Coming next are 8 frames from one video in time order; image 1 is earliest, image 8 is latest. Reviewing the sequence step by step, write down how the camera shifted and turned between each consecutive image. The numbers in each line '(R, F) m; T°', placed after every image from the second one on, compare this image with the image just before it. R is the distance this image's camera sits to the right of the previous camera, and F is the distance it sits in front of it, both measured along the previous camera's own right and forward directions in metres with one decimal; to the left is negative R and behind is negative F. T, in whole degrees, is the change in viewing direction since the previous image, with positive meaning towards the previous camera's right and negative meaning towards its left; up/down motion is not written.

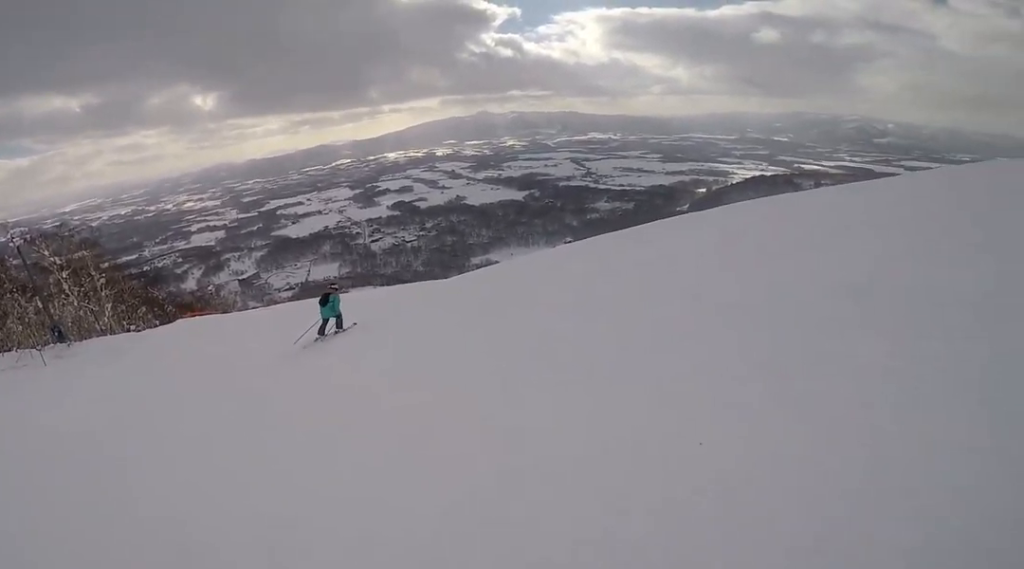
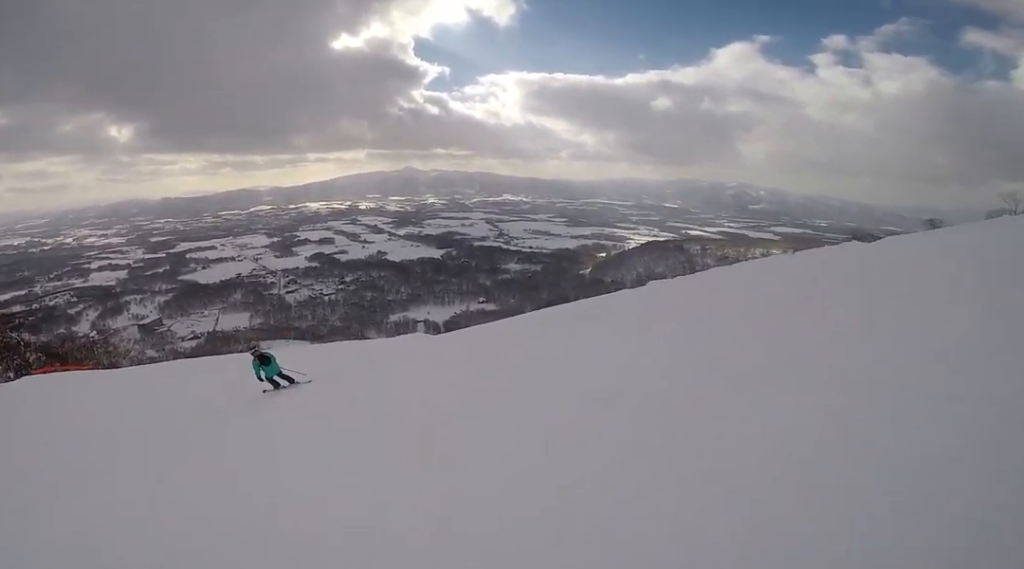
(+1.6, +6.1) m; +11°
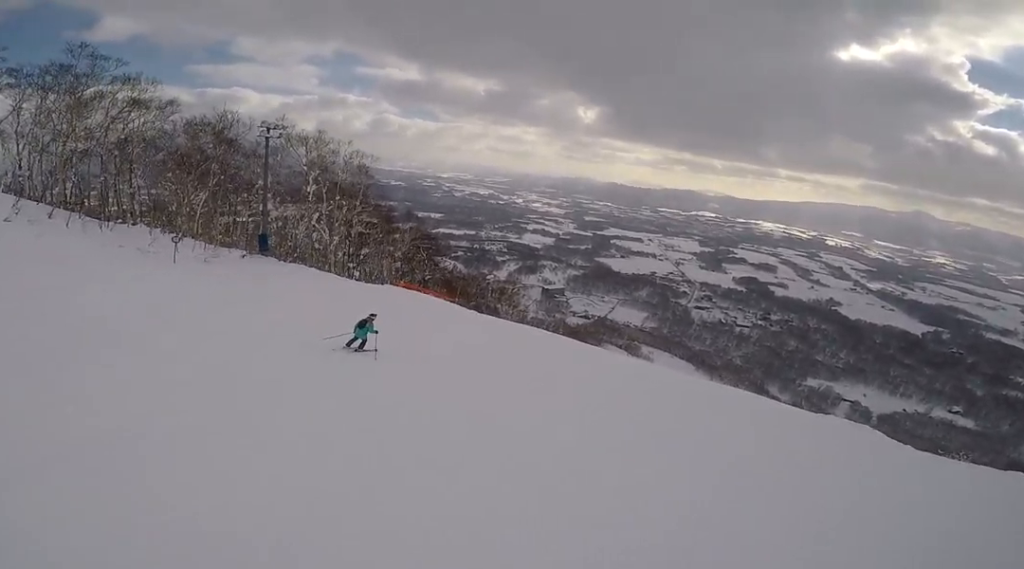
(-1.3, +8.8) m; -23°
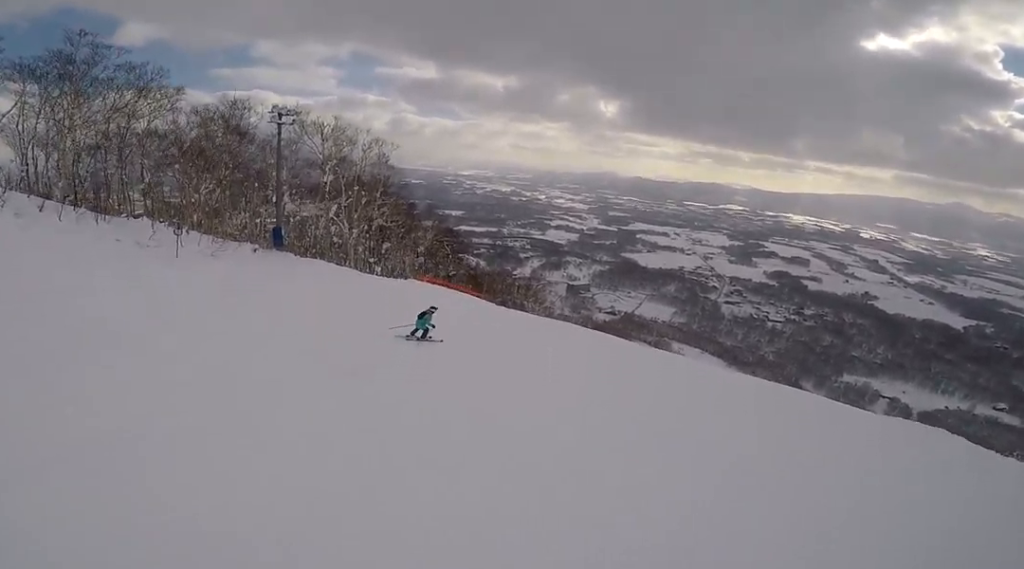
(-0.6, +2.4) m; -7°
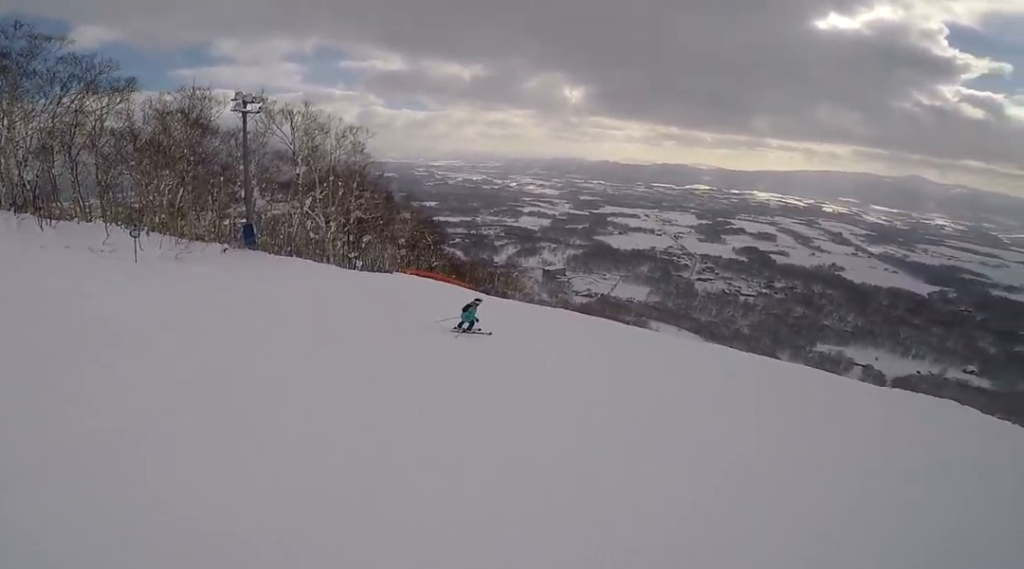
(-0.2, +2.1) m; -5°
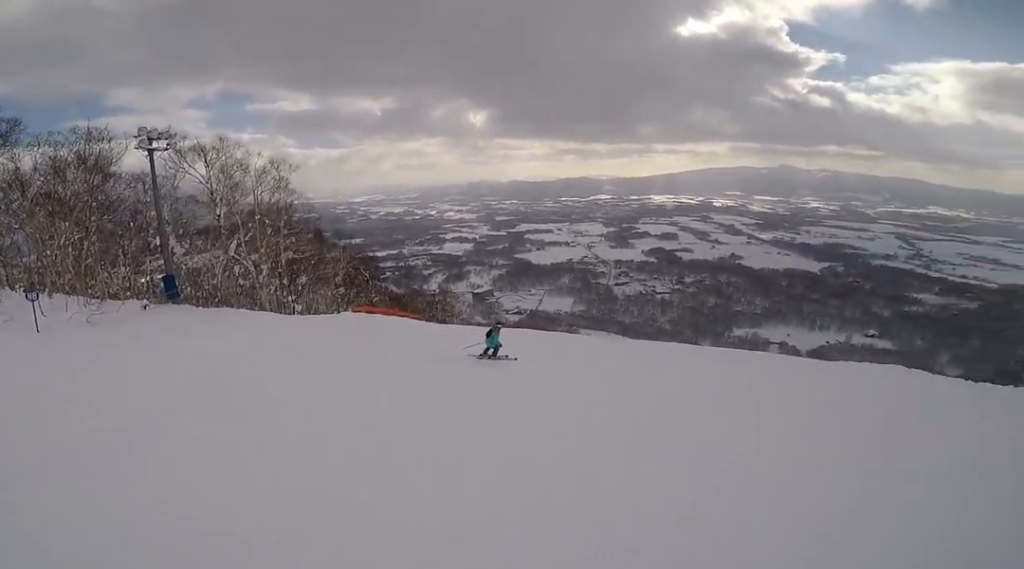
(0.0, +2.0) m; +2°
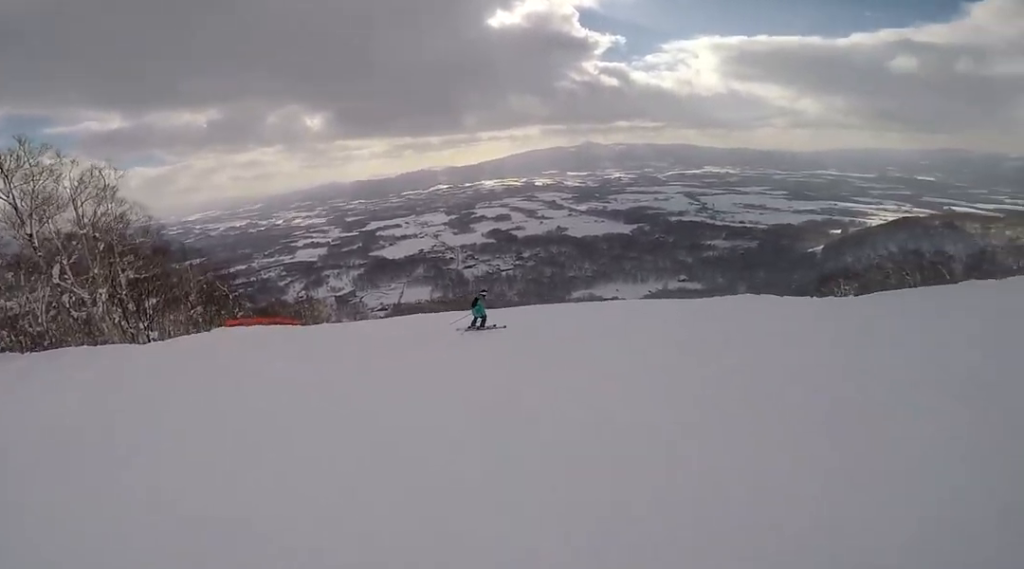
(-0.1, +2.4) m; +4°
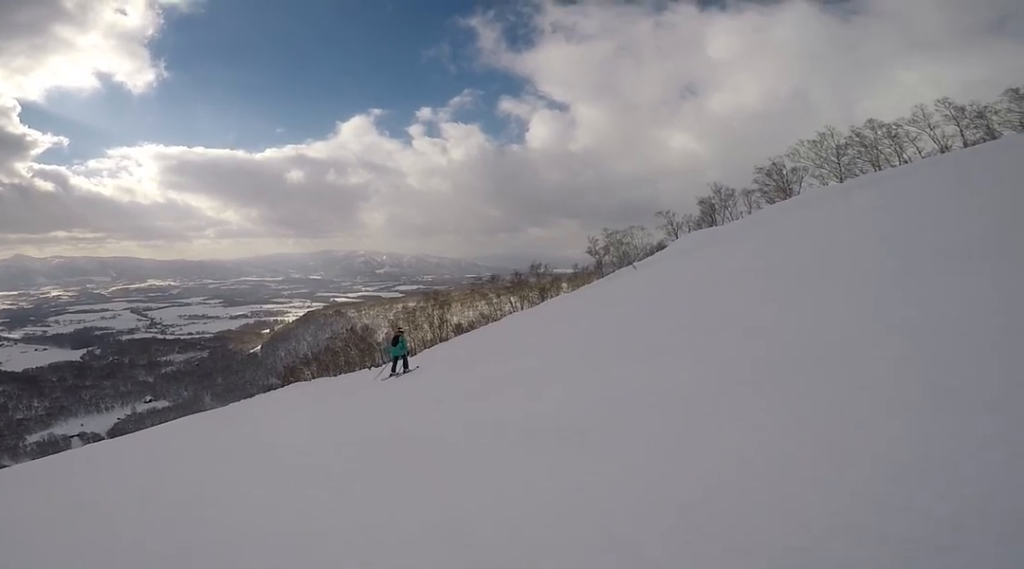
(+6.8, +5.6) m; +86°
